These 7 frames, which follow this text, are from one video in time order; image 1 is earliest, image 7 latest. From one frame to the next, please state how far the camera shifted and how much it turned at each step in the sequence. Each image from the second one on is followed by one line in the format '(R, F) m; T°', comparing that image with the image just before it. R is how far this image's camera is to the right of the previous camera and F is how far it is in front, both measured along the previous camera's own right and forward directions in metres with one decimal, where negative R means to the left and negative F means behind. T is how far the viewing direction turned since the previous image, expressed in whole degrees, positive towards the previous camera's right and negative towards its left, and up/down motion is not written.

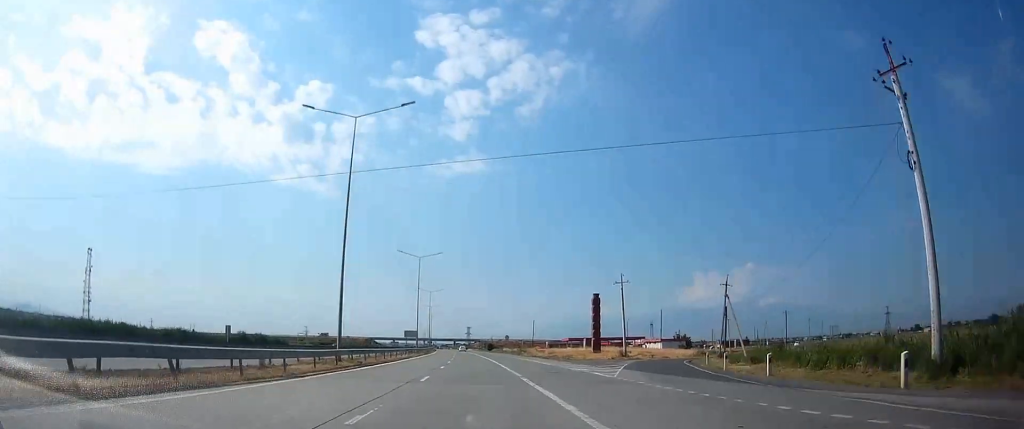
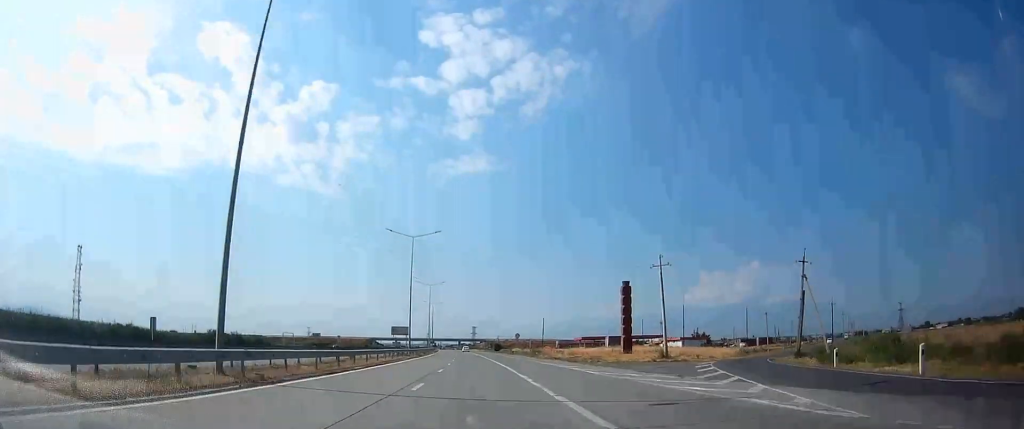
(-0.2, +16.3) m; 0°
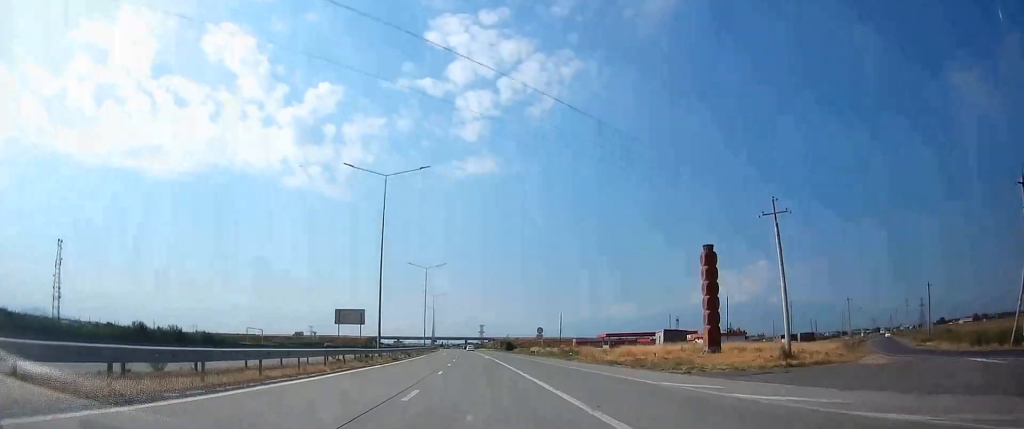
(-0.1, +27.3) m; -1°
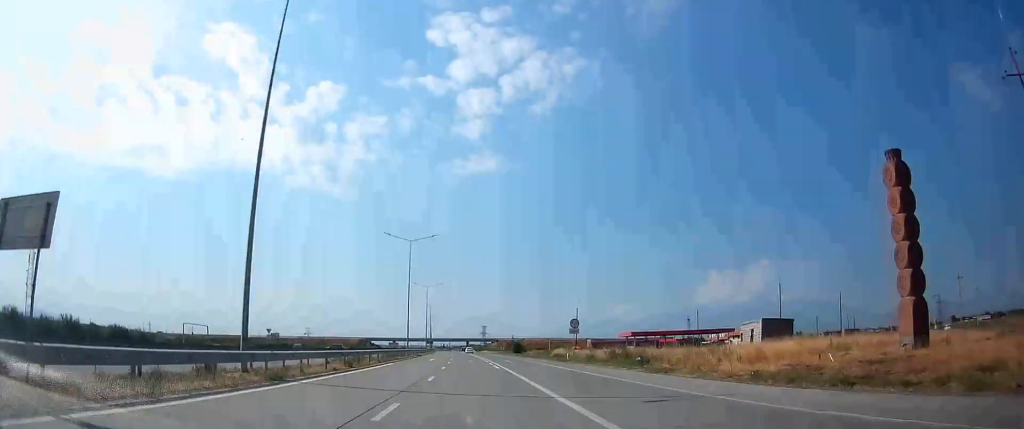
(-0.1, +27.3) m; -1°
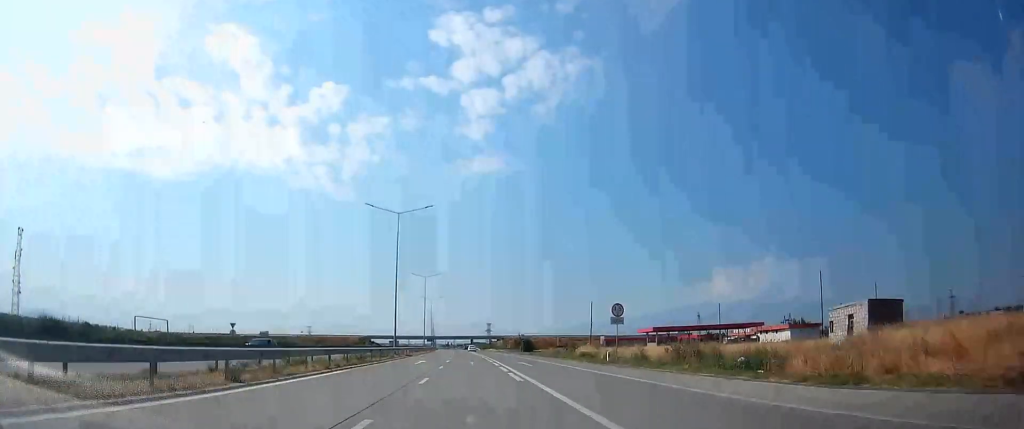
(-0.4, +15.3) m; 0°
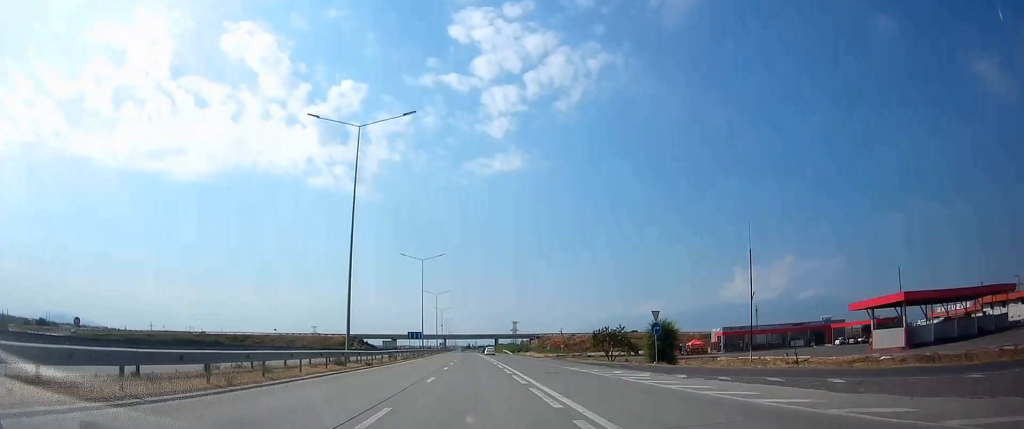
(+0.1, +81.7) m; -1°
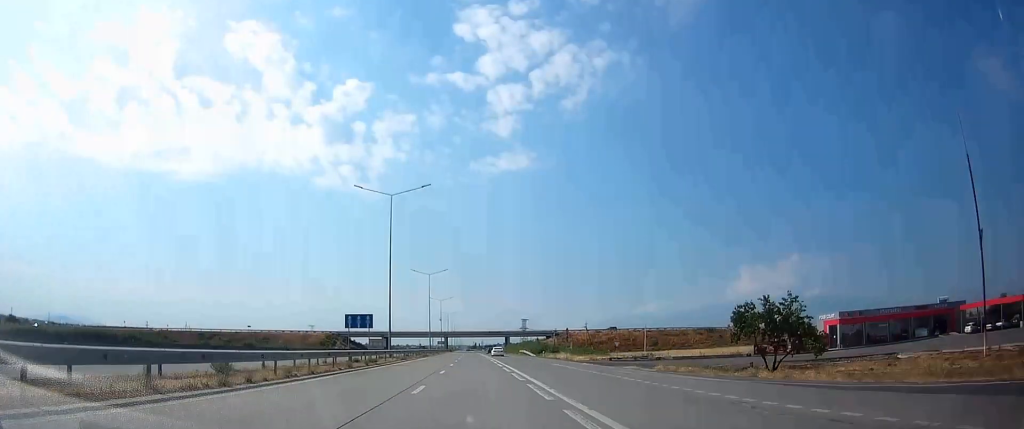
(-0.8, +39.3) m; -1°
